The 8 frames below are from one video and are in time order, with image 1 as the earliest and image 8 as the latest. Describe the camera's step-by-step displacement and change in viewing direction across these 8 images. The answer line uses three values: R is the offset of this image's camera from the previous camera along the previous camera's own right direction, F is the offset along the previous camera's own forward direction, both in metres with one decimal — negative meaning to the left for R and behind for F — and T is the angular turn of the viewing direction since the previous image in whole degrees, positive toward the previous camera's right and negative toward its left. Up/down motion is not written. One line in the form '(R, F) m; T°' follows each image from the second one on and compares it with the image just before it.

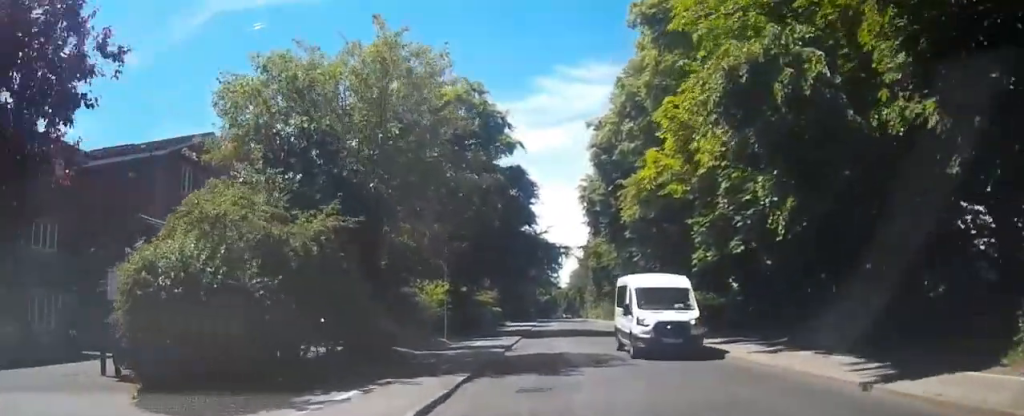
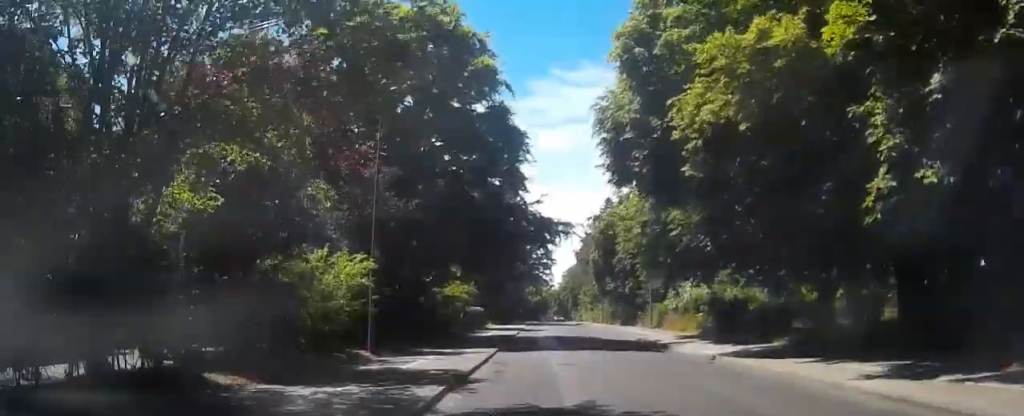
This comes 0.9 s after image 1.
(-0.5, +12.5) m; -2°
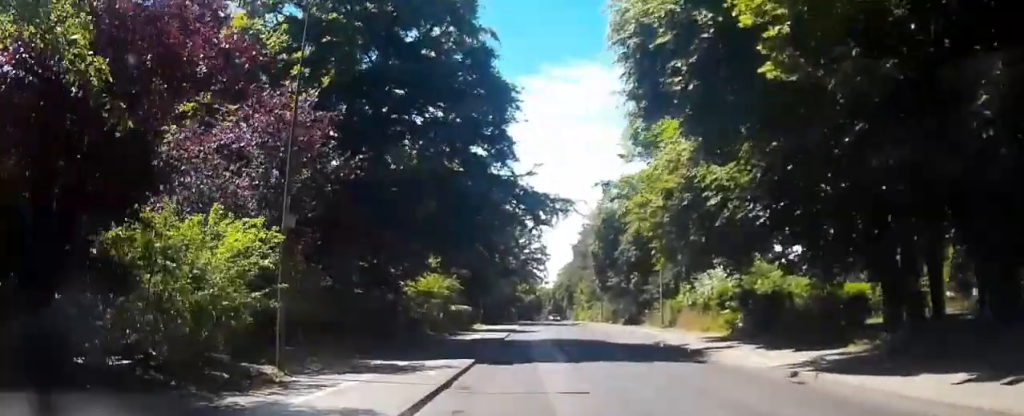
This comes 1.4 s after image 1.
(-0.1, +6.1) m; 0°
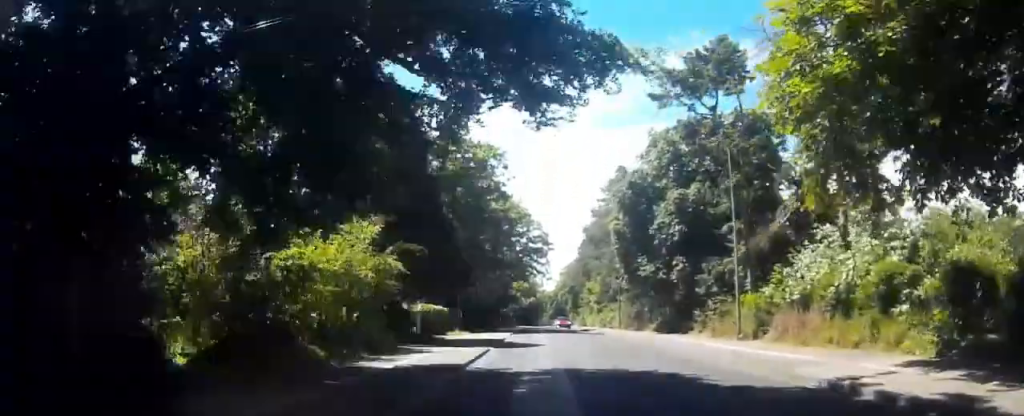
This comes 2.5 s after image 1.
(+0.4, +15.8) m; +1°
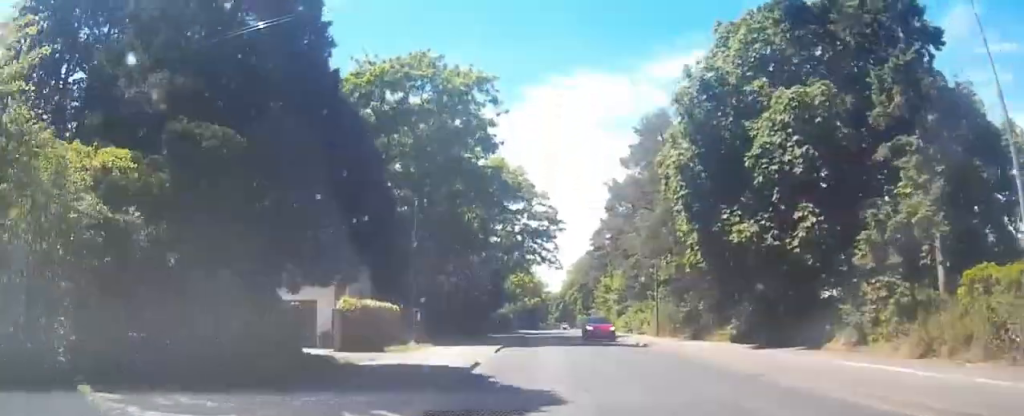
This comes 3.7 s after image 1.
(-0.3, +16.5) m; -1°
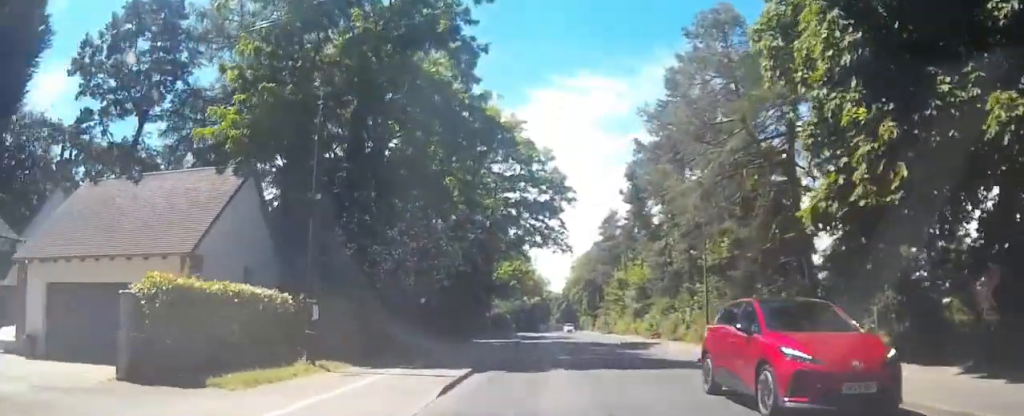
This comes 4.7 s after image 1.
(0.0, +12.6) m; +1°
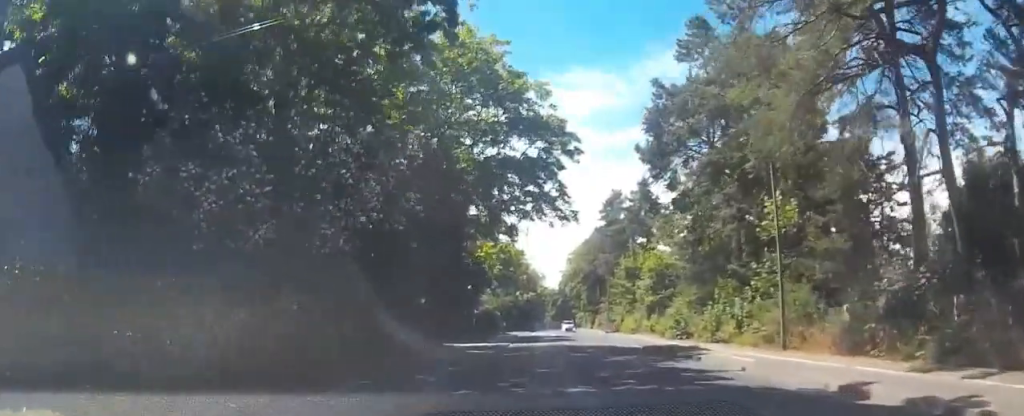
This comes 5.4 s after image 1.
(+0.2, +9.8) m; +1°
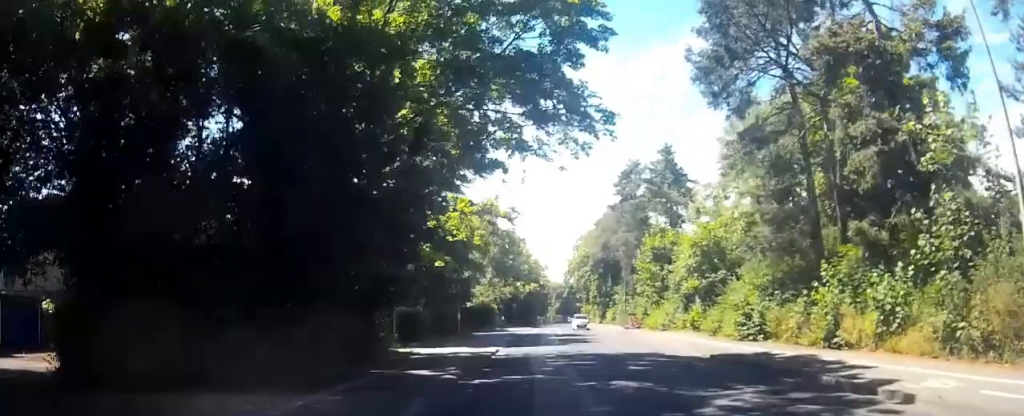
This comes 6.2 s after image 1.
(0.0, +11.3) m; -2°
